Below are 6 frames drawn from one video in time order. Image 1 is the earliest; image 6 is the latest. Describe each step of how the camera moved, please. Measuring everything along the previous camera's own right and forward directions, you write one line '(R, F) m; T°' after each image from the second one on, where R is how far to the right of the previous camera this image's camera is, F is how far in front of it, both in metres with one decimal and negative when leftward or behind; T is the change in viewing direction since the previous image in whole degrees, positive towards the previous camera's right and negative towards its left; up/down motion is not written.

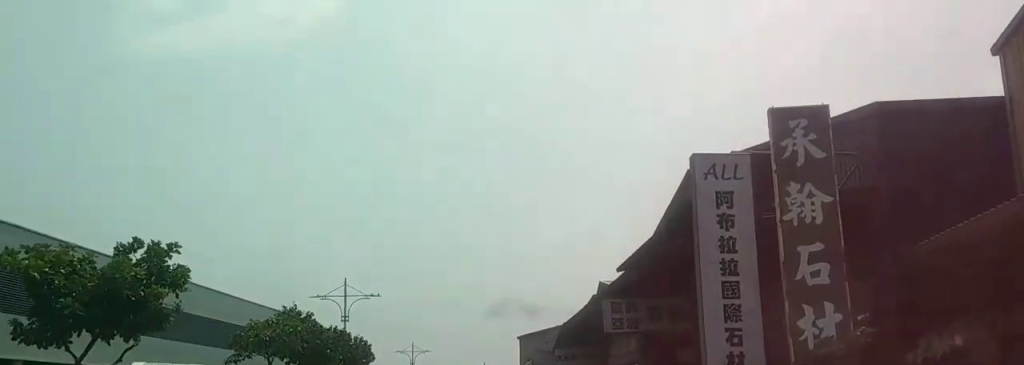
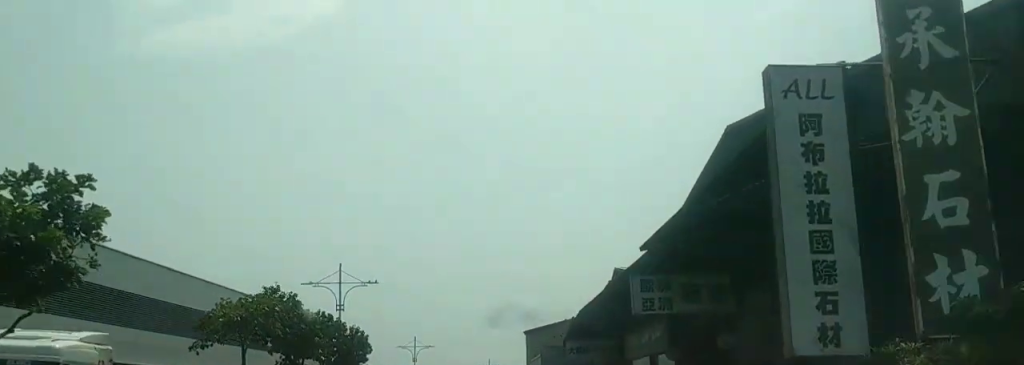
(0.0, +3.8) m; 0°
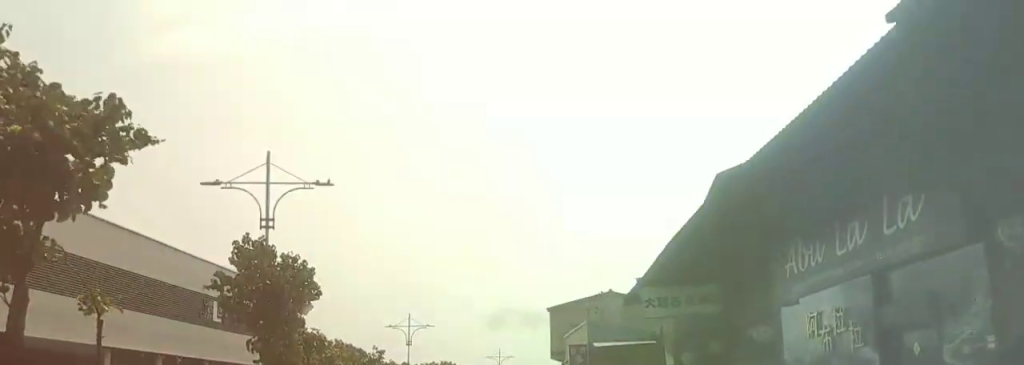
(0.0, +18.0) m; +1°
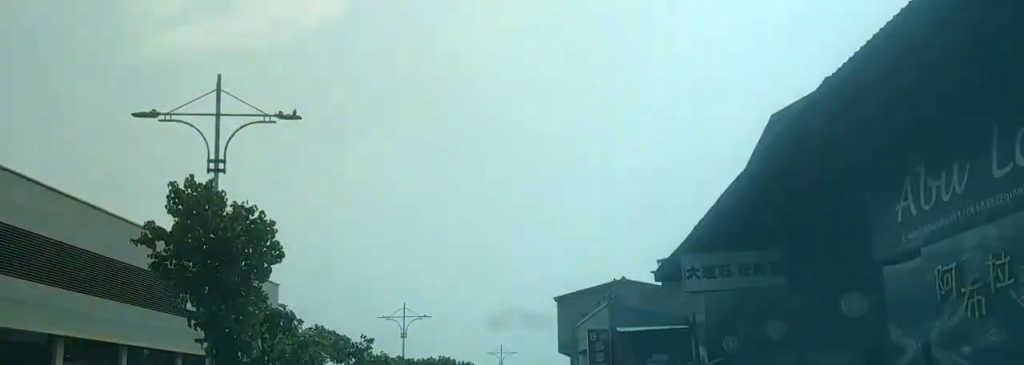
(0.0, +5.2) m; 0°
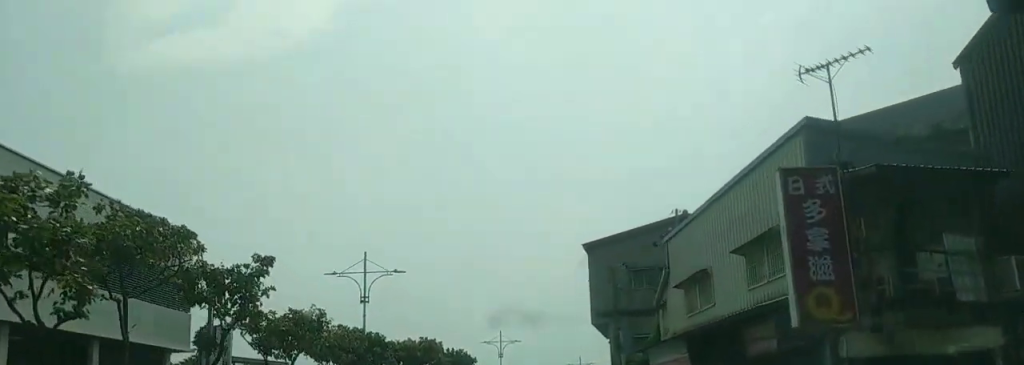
(0.0, +19.4) m; 0°
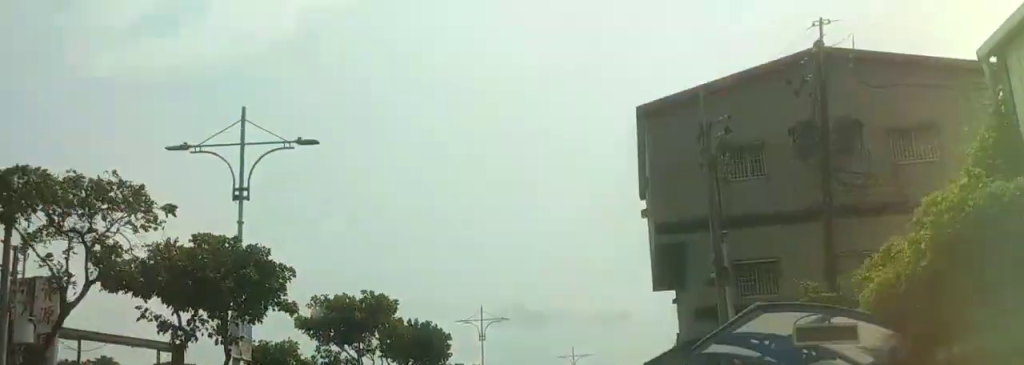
(-0.2, +19.1) m; +2°
